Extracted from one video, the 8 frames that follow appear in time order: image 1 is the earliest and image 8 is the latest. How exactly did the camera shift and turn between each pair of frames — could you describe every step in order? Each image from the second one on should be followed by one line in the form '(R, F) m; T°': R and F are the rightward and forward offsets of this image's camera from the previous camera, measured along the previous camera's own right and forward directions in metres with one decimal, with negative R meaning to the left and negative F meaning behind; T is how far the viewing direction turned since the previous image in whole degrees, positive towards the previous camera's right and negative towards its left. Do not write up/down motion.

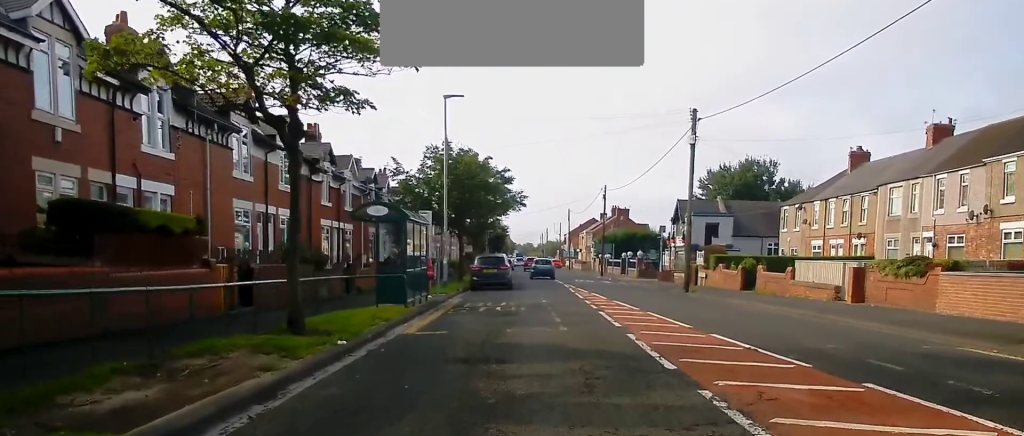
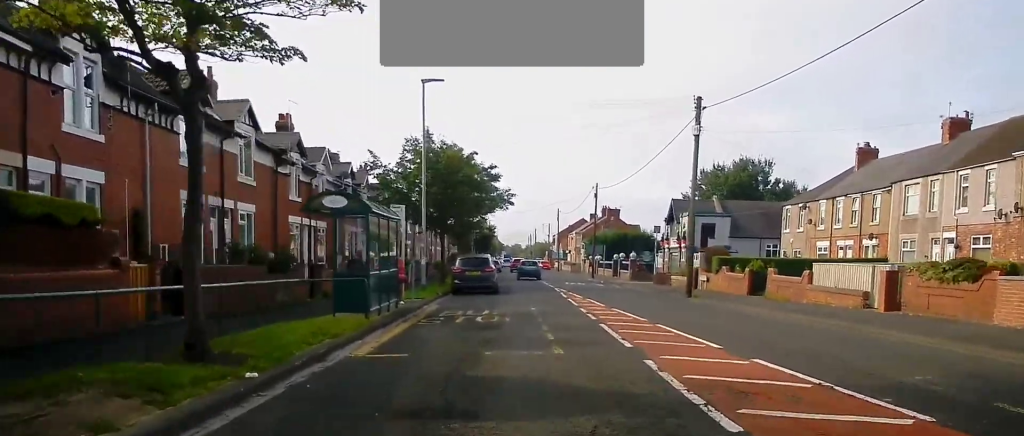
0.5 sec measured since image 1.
(+0.1, +3.2) m; 0°
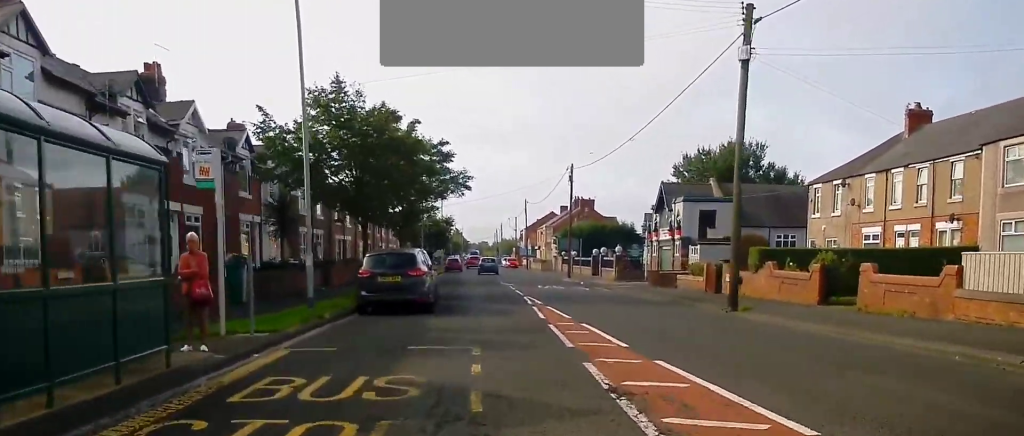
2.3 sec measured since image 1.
(-0.1, +12.1) m; +1°
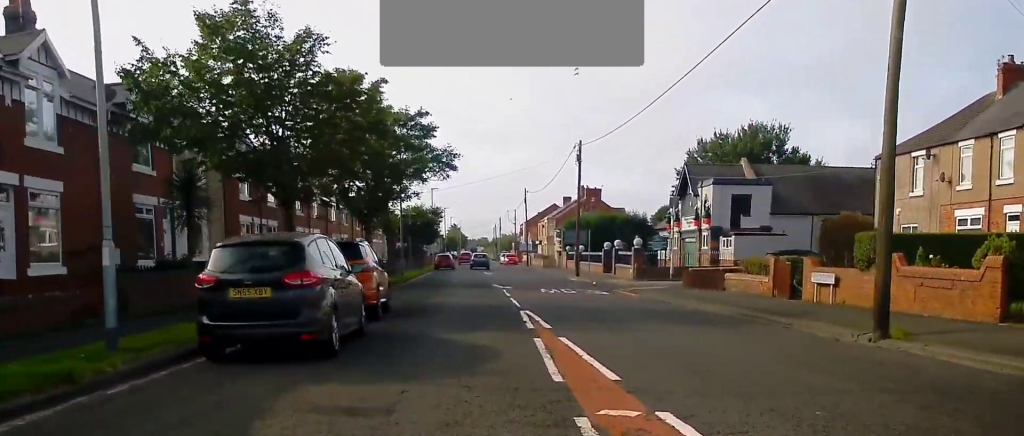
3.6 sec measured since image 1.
(+0.3, +9.1) m; +1°
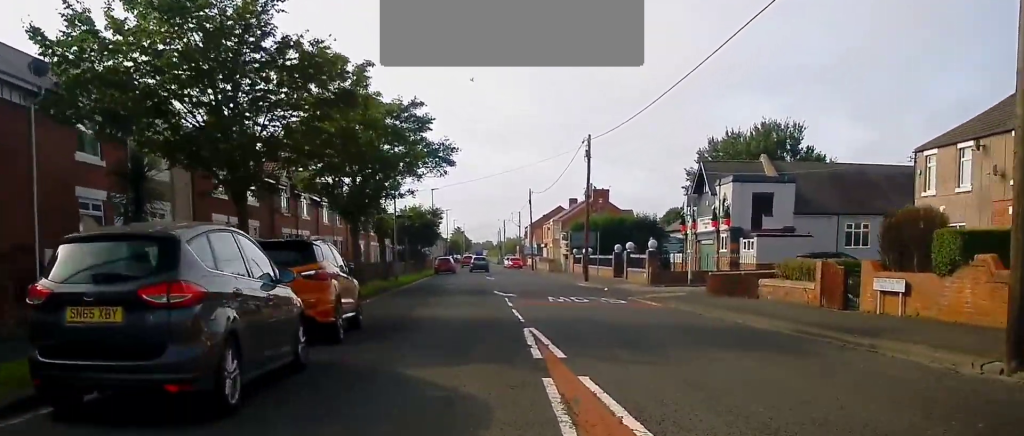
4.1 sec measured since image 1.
(+0.1, +3.7) m; -1°
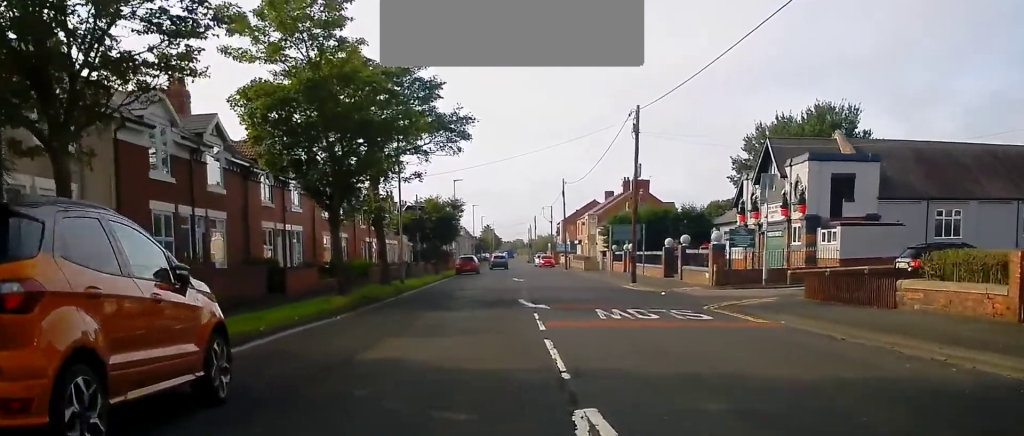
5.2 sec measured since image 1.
(-0.4, +8.1) m; -3°
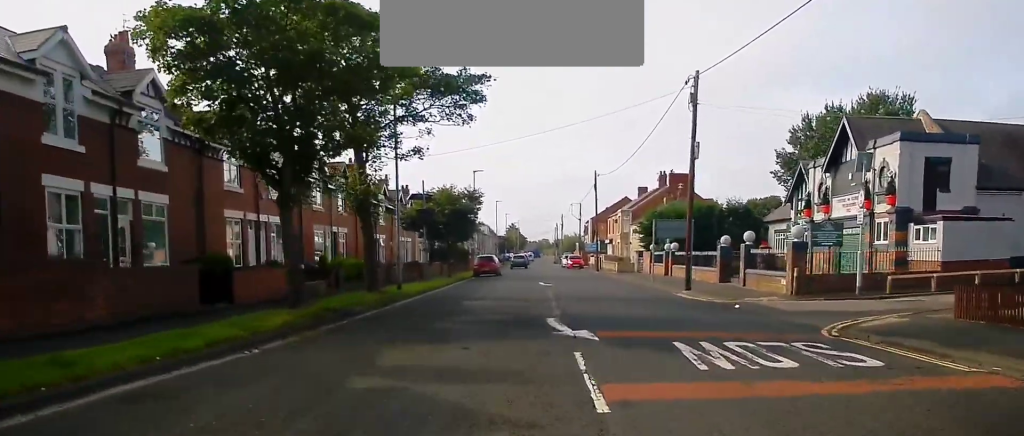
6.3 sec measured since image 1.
(0.0, +7.7) m; 0°
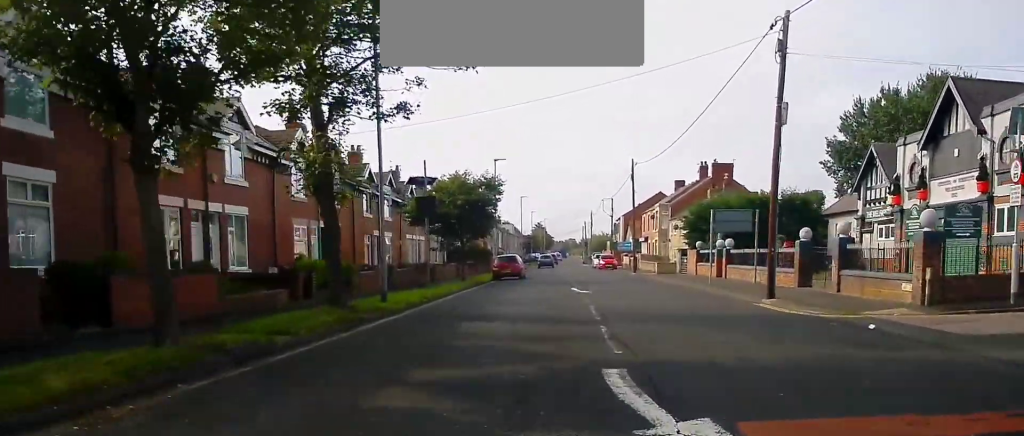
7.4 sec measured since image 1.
(0.0, +8.0) m; -1°
